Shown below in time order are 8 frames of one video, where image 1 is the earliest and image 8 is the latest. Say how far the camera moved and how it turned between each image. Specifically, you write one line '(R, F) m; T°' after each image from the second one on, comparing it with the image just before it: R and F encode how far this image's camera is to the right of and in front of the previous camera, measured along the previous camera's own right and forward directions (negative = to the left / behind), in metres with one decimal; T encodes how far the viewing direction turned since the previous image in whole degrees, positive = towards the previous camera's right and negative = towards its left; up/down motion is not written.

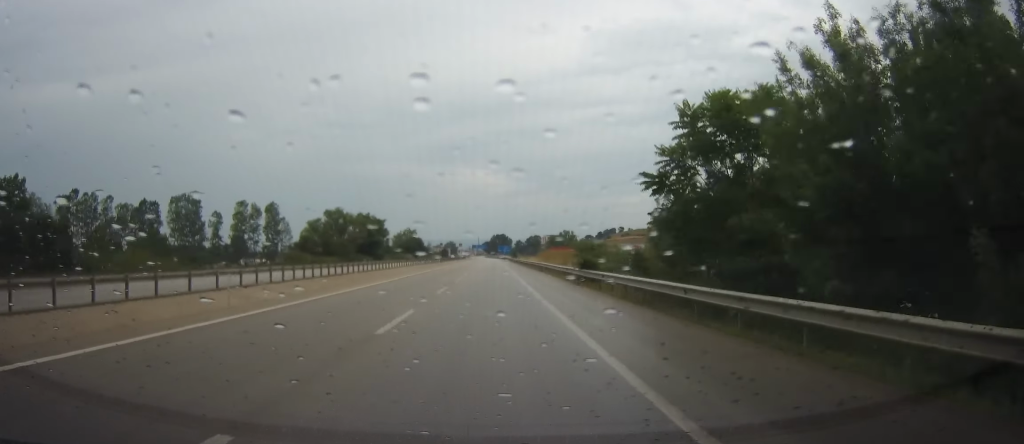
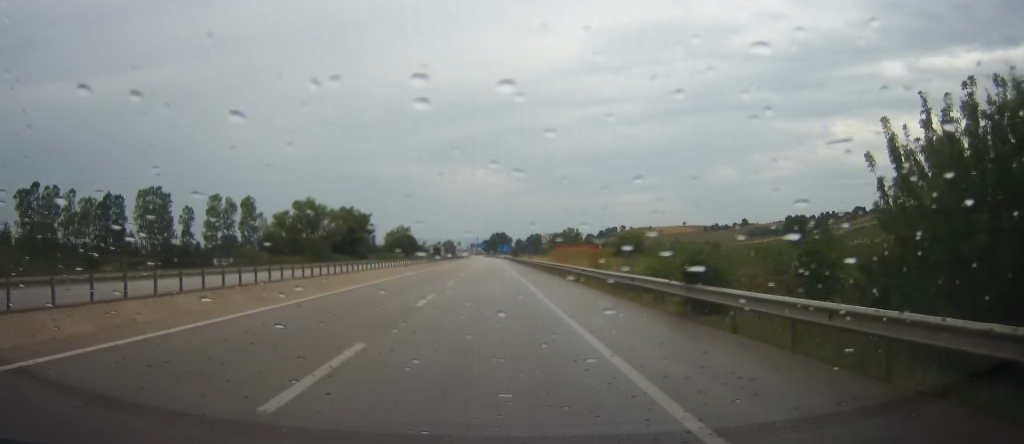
(-0.2, +17.8) m; -1°
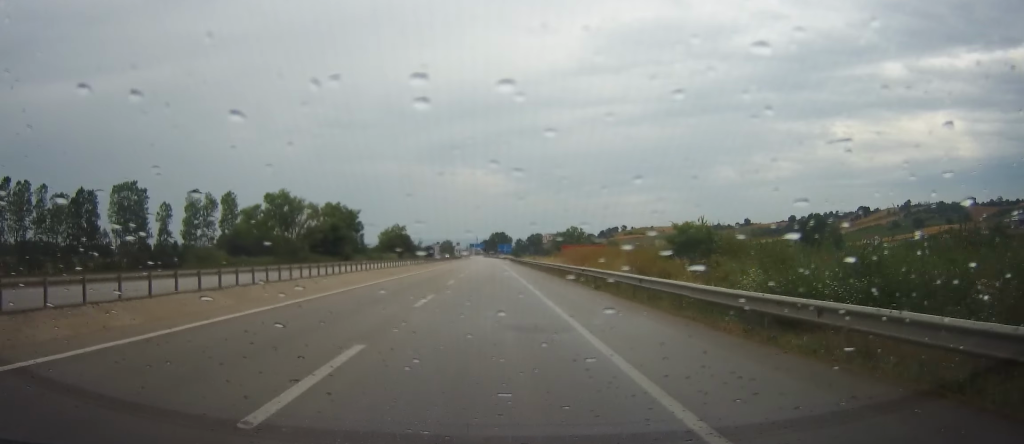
(-0.2, +11.8) m; 0°
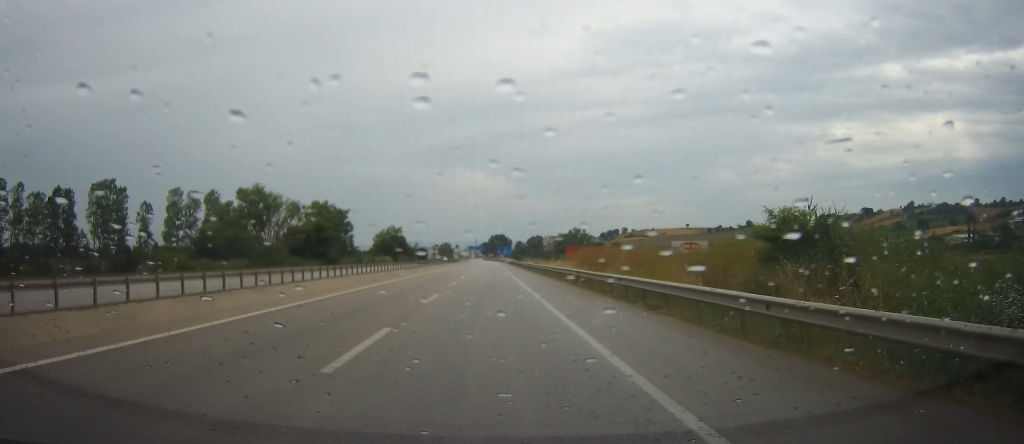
(+0.2, +9.3) m; 0°
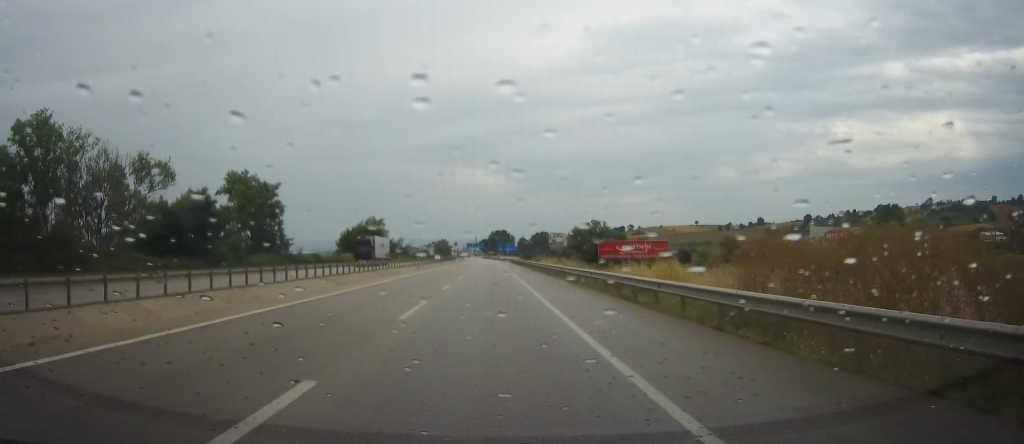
(0.0, +41.0) m; 0°
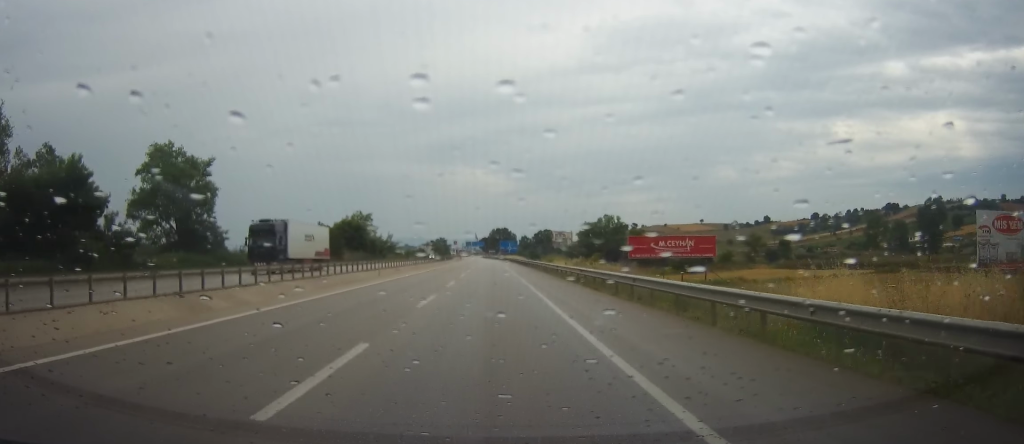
(+0.1, +20.8) m; 0°
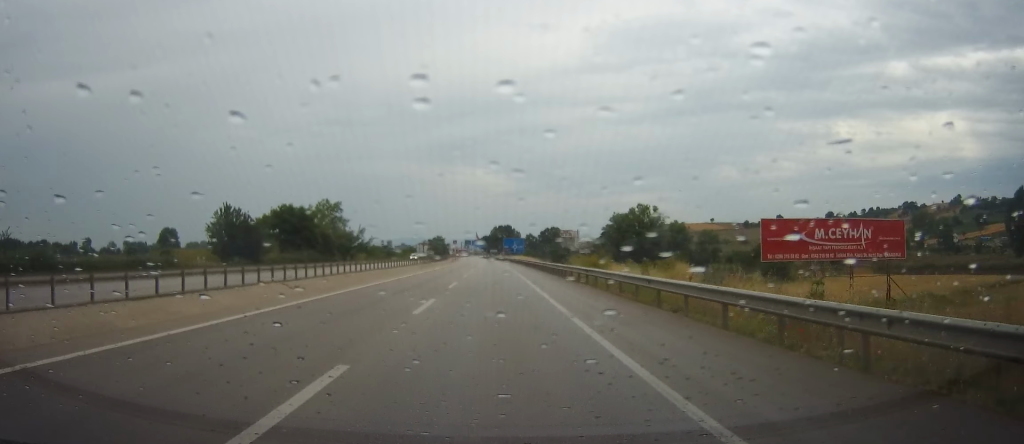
(+0.3, +38.4) m; 0°
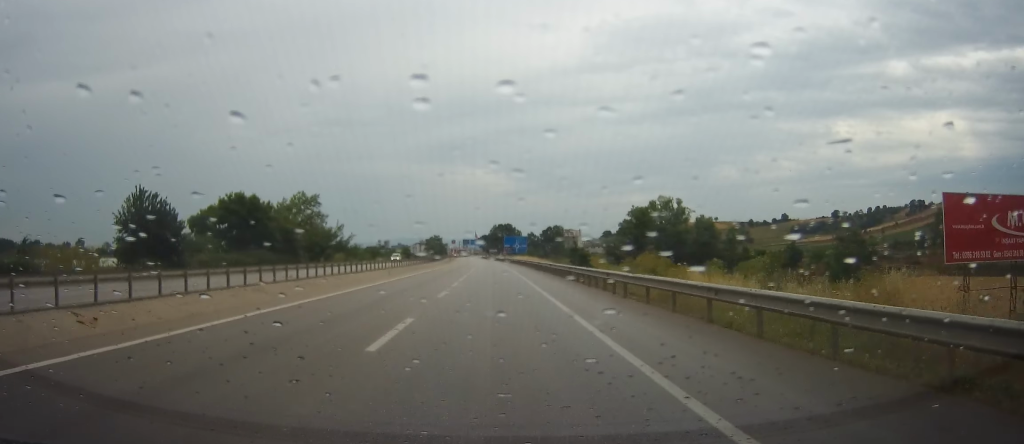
(-0.4, +18.8) m; -1°
